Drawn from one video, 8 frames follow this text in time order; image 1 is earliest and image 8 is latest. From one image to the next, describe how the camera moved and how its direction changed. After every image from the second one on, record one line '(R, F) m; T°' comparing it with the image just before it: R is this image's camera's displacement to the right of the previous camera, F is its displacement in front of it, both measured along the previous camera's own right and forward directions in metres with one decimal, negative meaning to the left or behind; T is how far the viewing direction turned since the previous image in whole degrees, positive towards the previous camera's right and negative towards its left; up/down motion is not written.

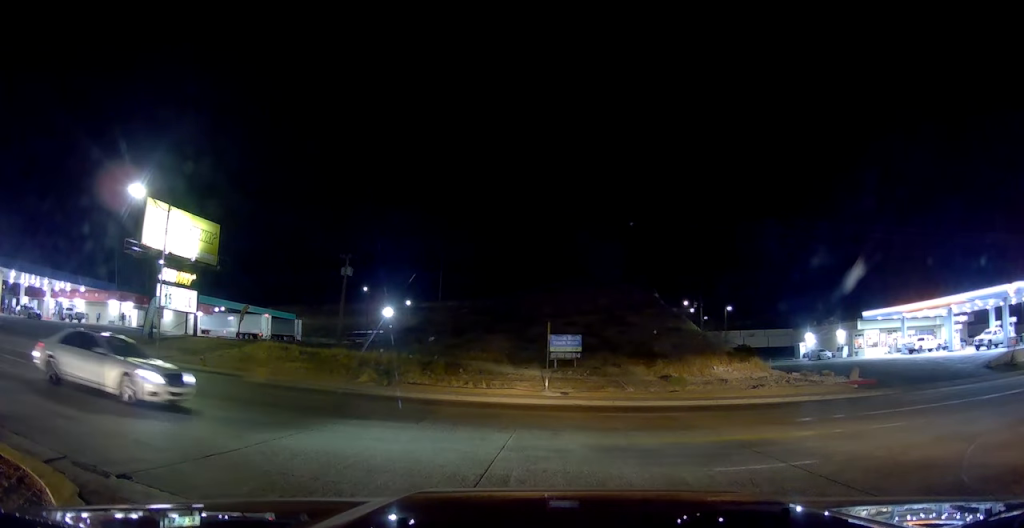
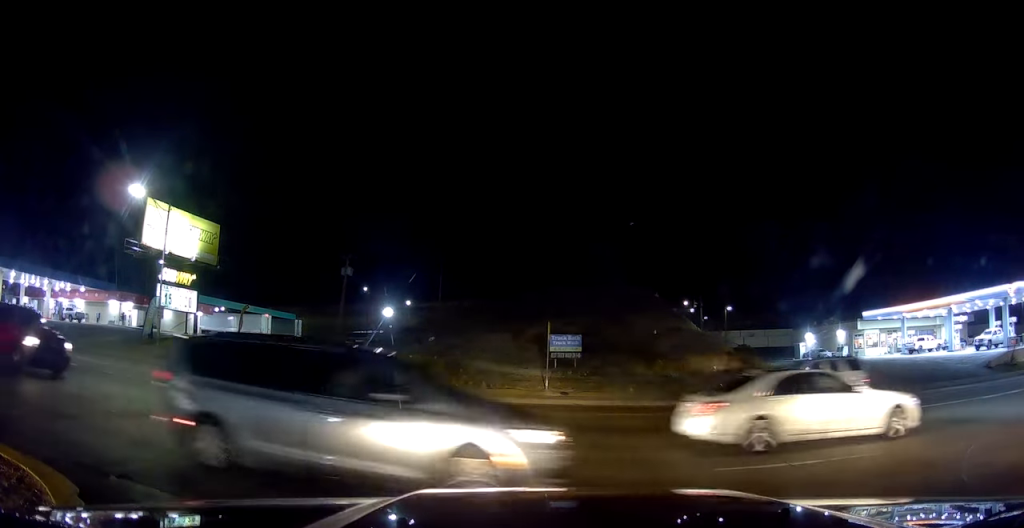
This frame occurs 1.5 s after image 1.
(-0.1, +0.3) m; 0°
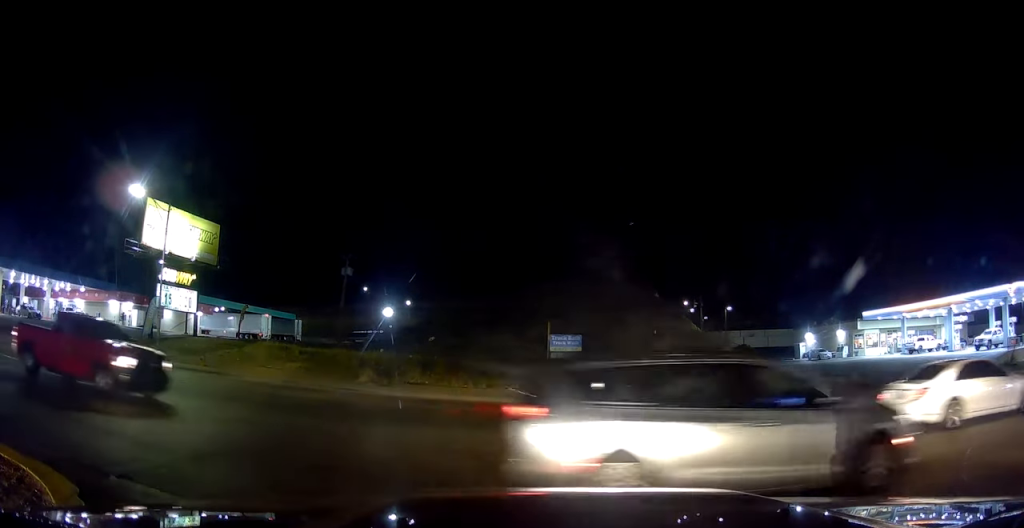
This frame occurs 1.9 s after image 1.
(0.0, 0.0) m; 0°
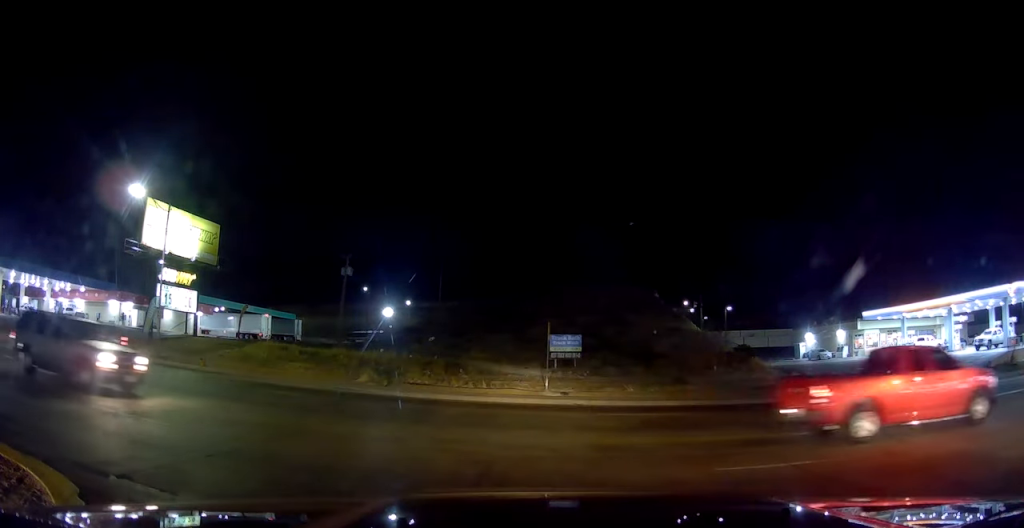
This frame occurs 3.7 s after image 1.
(-0.1, +0.3) m; 0°
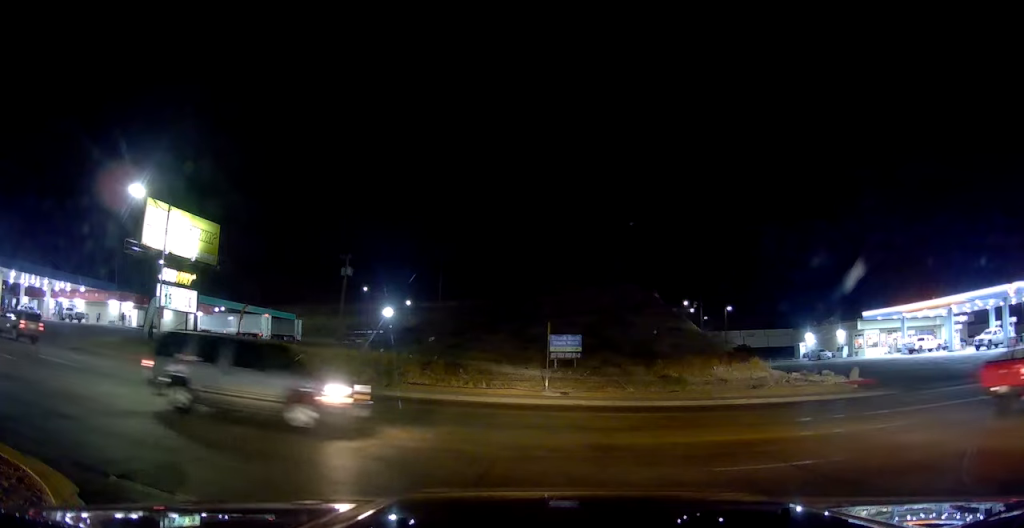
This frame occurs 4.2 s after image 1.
(0.0, 0.0) m; 0°
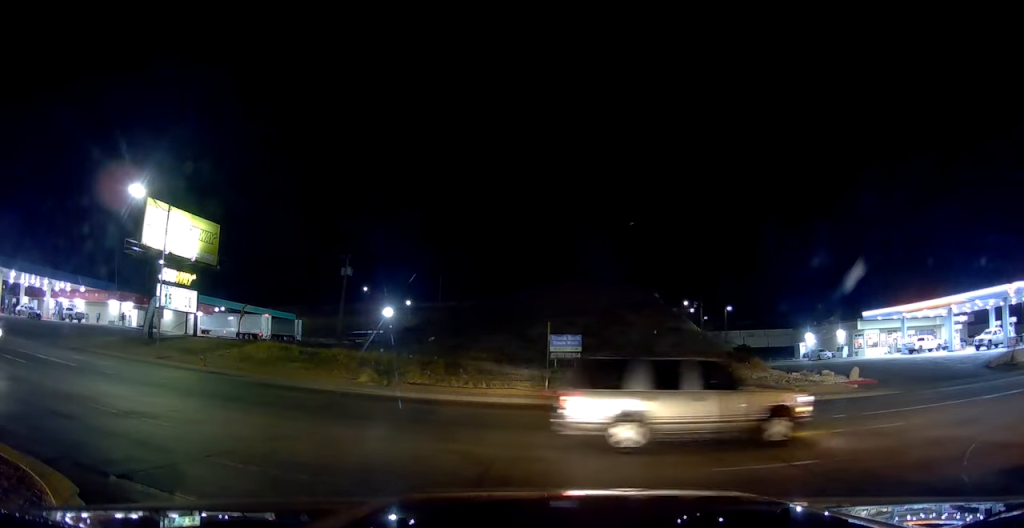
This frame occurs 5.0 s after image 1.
(0.0, 0.0) m; 0°
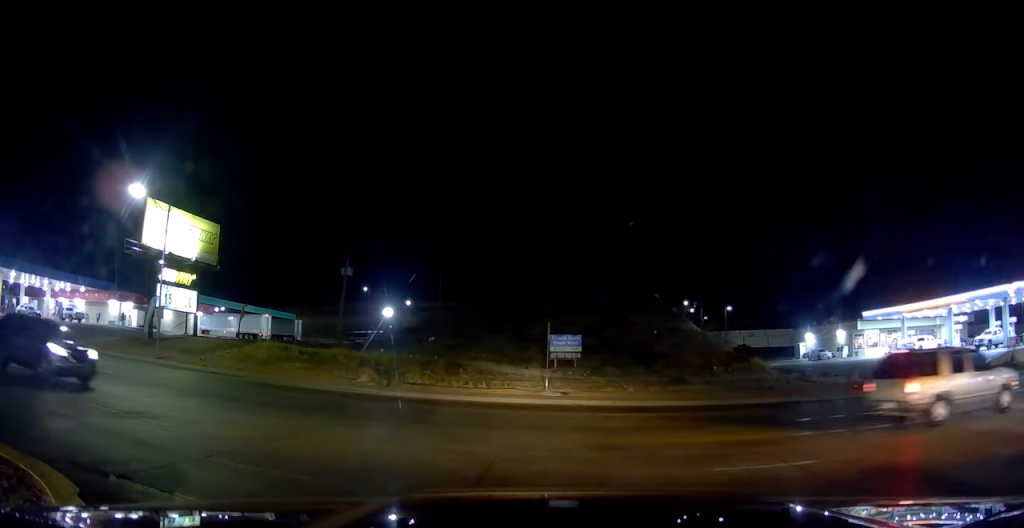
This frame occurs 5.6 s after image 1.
(0.0, 0.0) m; 0°
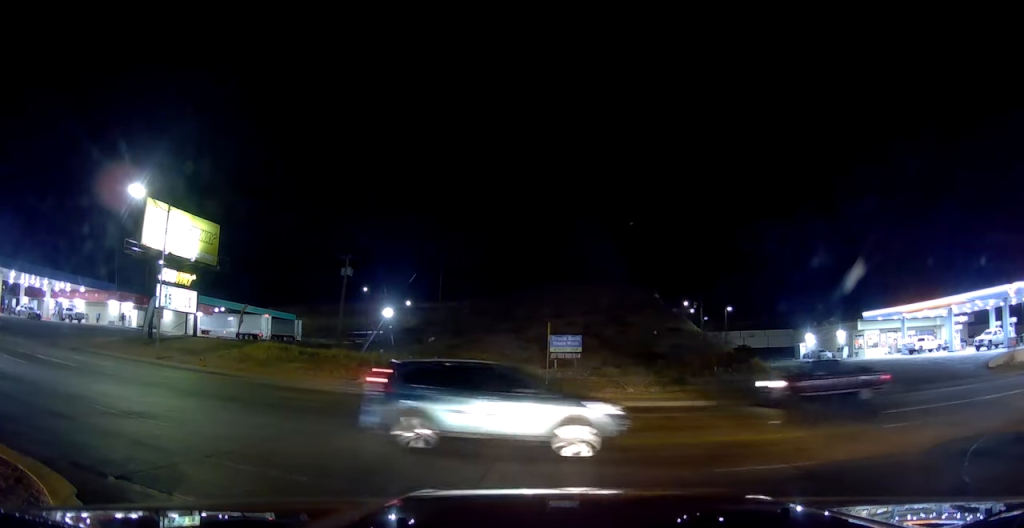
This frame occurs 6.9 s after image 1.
(0.0, 0.0) m; 0°
